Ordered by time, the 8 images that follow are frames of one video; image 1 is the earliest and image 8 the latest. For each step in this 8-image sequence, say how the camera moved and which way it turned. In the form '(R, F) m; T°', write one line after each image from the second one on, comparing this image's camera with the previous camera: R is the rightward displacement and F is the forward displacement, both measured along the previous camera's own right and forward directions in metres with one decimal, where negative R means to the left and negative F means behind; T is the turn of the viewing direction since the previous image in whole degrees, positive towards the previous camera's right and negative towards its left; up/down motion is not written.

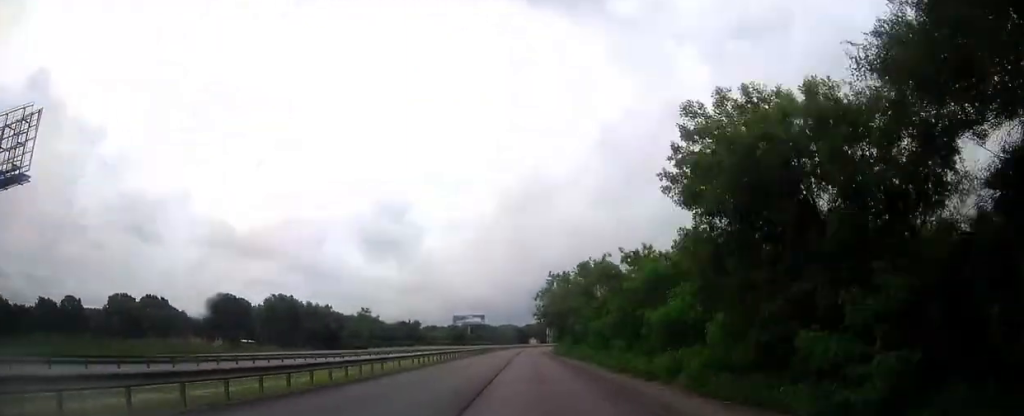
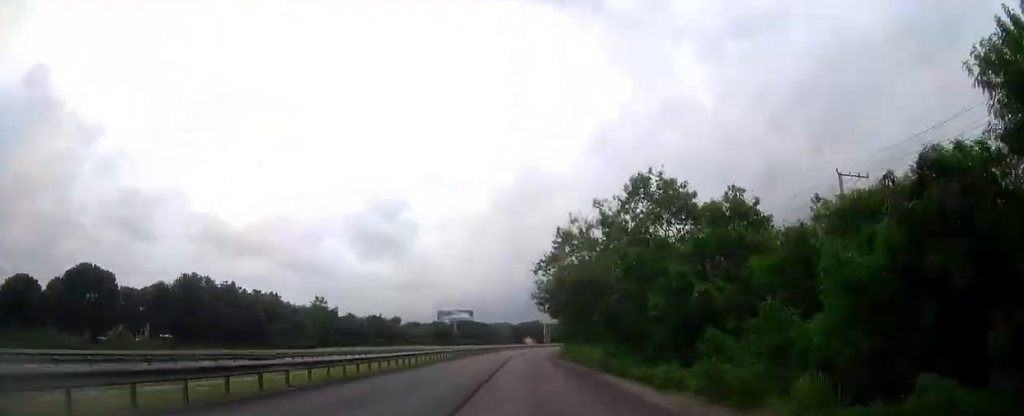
(0.0, +37.7) m; 0°
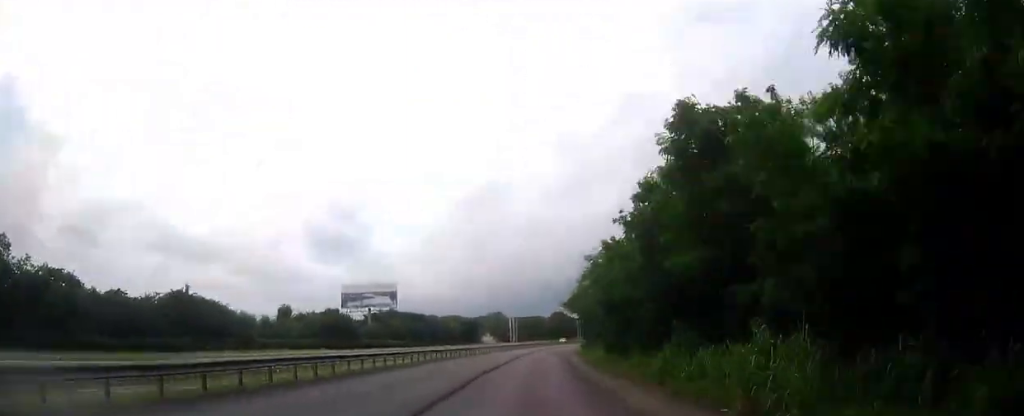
(+2.3, +97.3) m; +4°
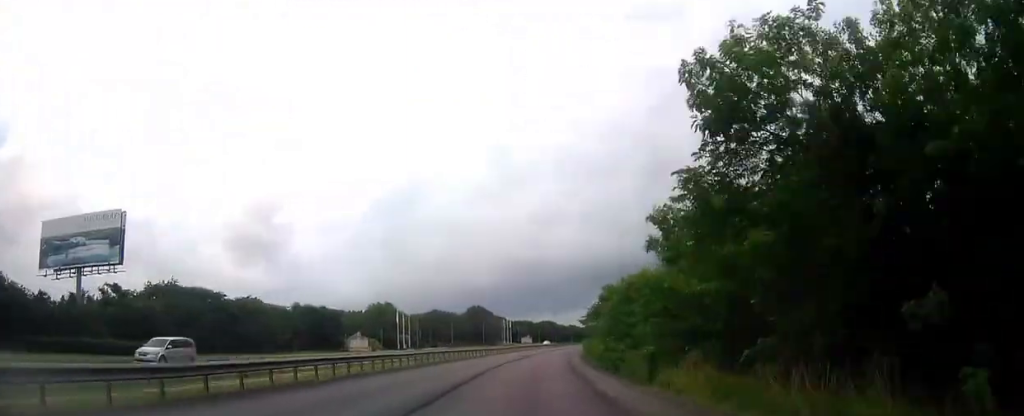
(+5.7, +94.8) m; +7°
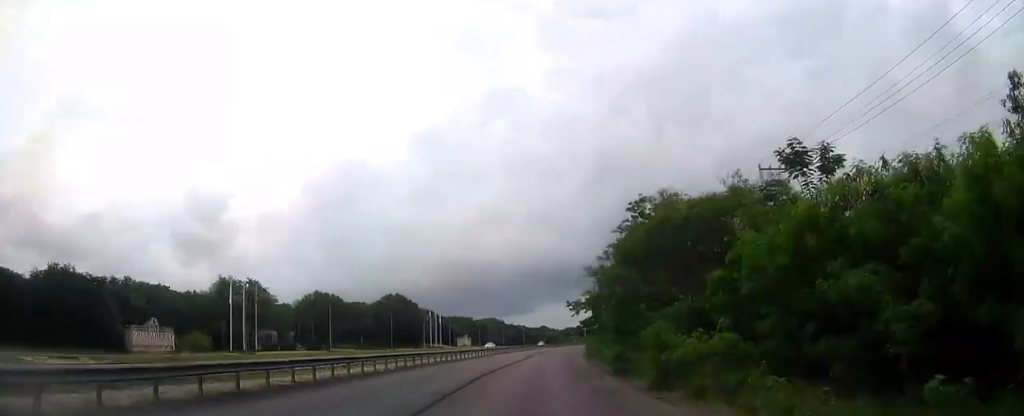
(+3.2, +65.0) m; +5°
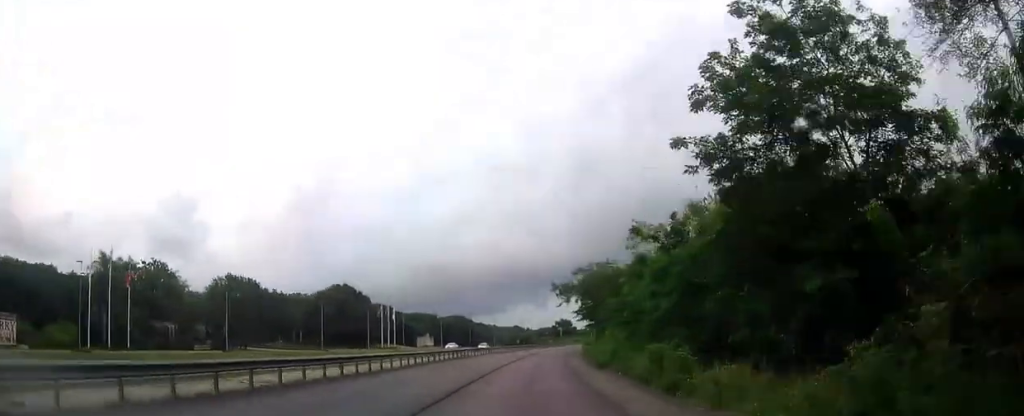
(+0.4, +27.9) m; +2°
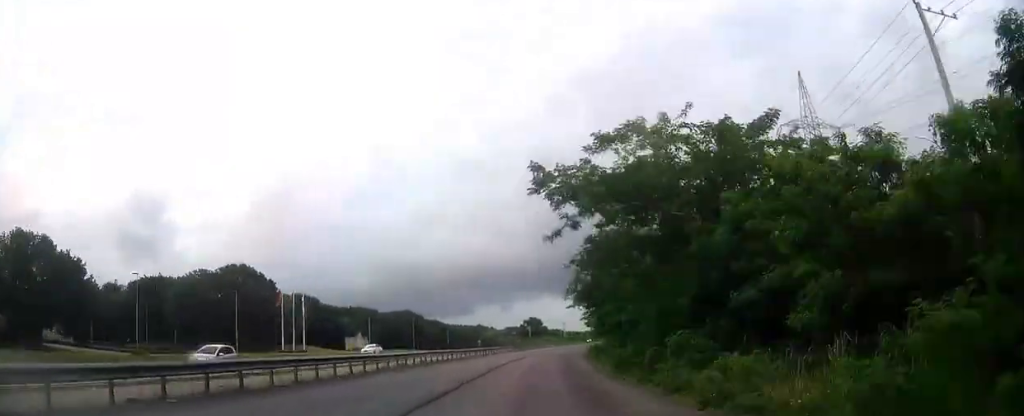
(+1.3, +40.5) m; +3°
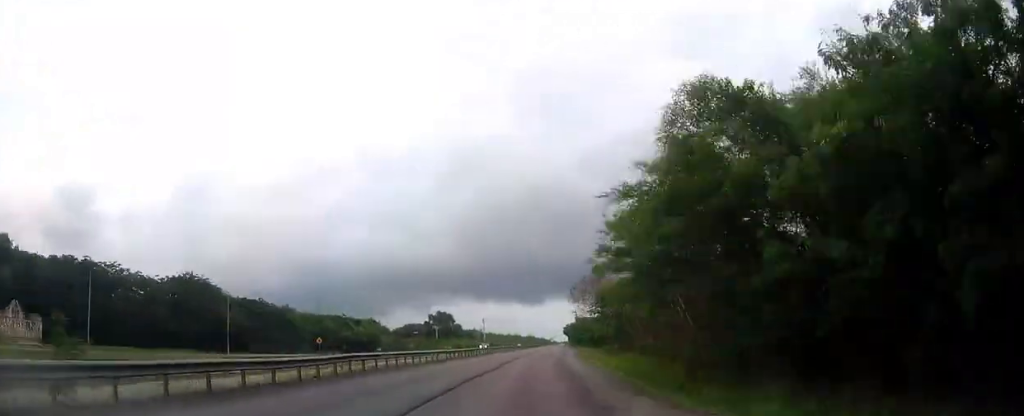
(+5.6, +89.2) m; +7°
